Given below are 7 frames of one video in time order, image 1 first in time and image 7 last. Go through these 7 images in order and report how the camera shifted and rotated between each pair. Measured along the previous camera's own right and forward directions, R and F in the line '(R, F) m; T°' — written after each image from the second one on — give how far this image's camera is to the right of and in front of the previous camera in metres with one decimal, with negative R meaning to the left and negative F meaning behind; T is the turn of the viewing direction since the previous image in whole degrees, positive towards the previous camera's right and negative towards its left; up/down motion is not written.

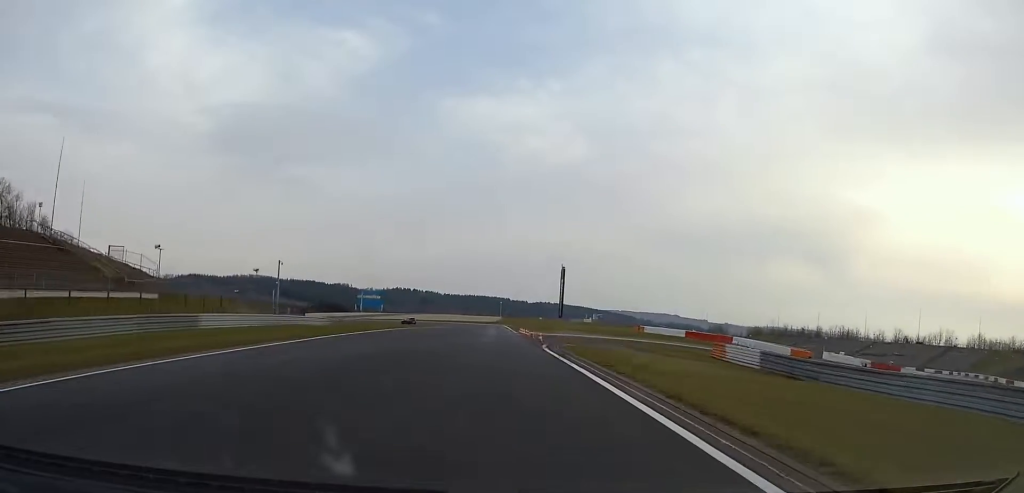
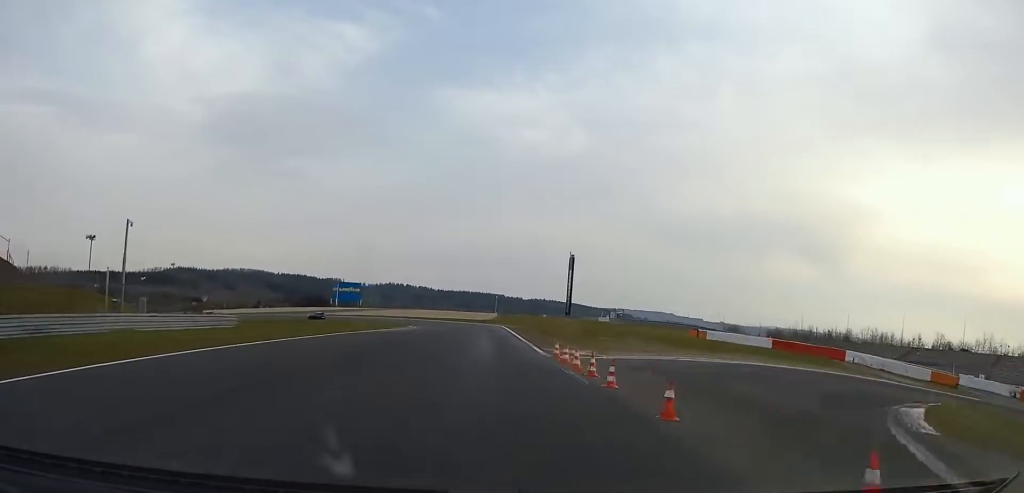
(0.0, +32.9) m; 0°
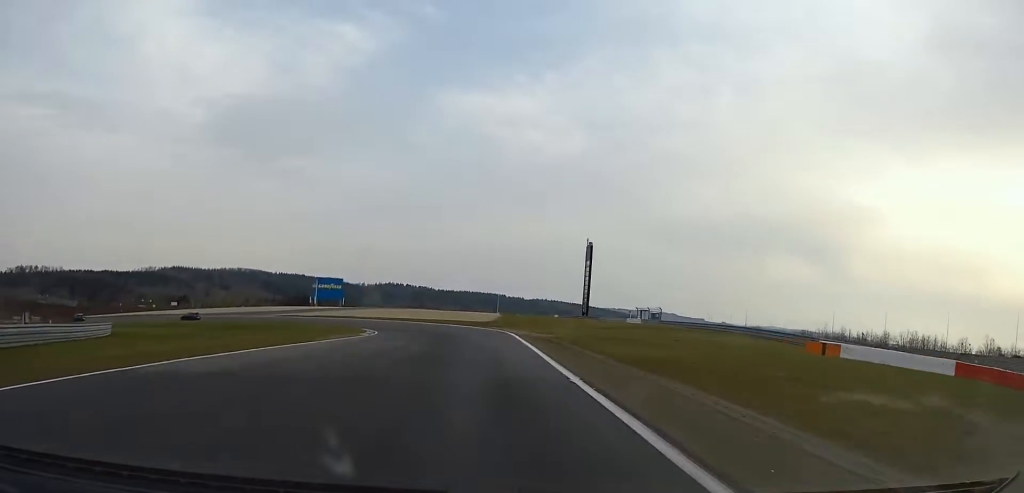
(-0.2, +30.0) m; -1°
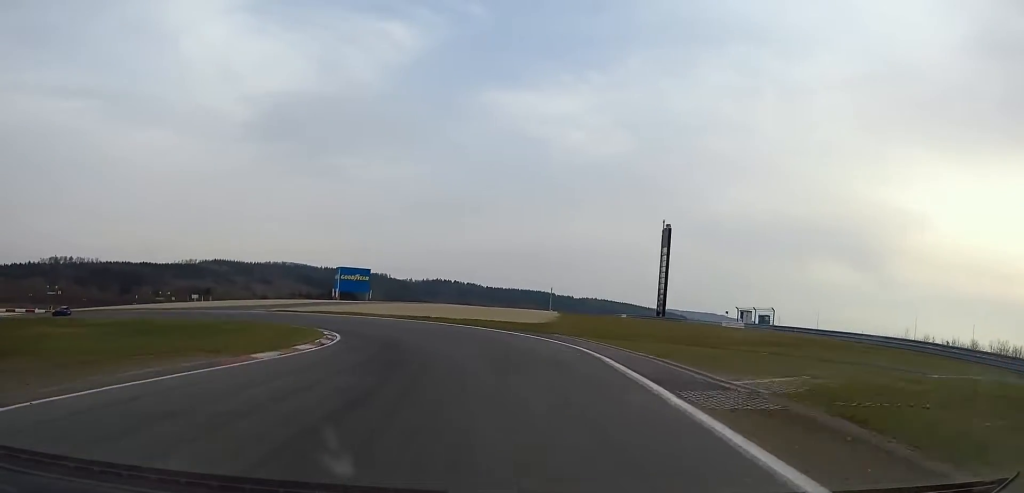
(-0.6, +29.8) m; -4°
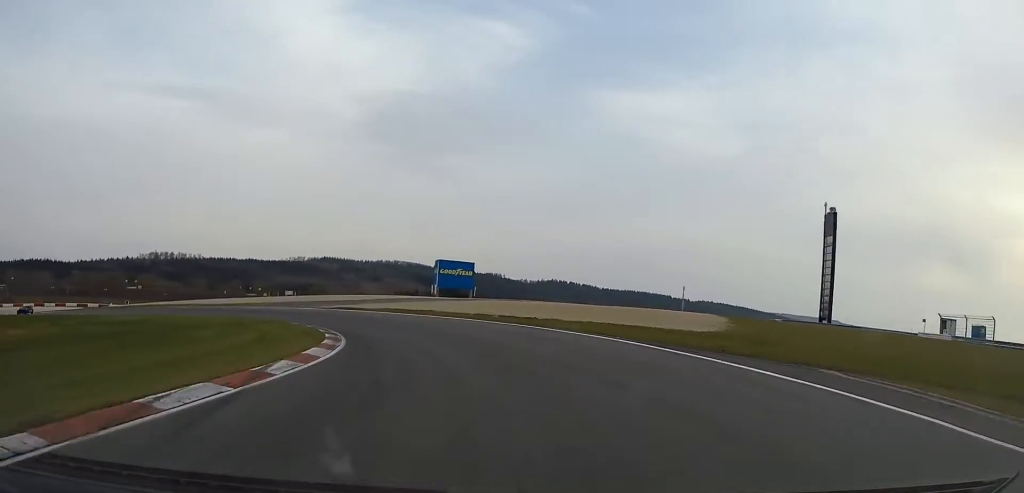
(-1.0, +23.1) m; -7°
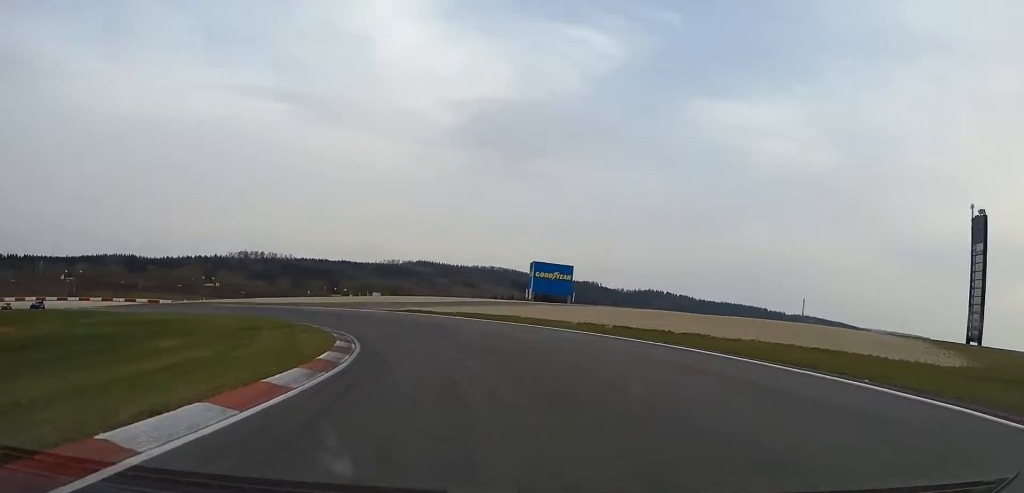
(-0.1, +13.6) m; -7°
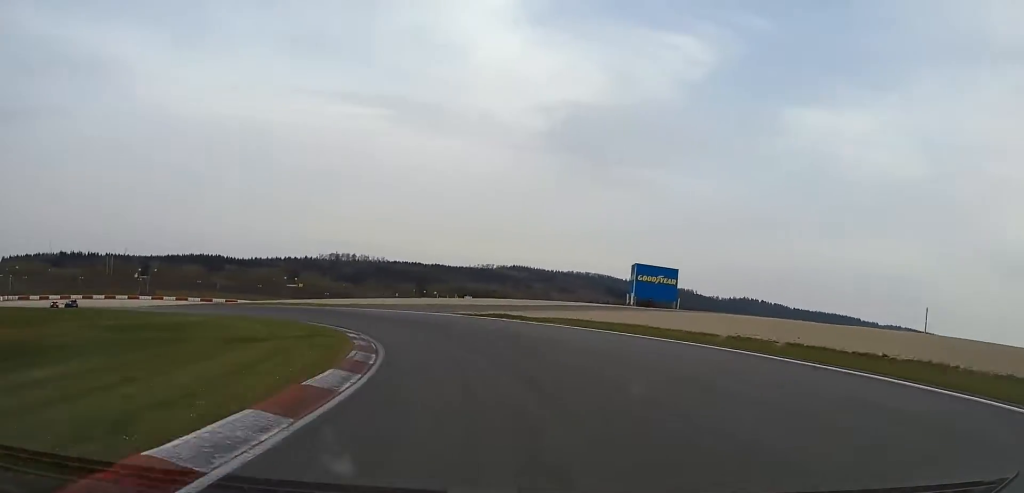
(-0.8, +10.7) m; -6°
